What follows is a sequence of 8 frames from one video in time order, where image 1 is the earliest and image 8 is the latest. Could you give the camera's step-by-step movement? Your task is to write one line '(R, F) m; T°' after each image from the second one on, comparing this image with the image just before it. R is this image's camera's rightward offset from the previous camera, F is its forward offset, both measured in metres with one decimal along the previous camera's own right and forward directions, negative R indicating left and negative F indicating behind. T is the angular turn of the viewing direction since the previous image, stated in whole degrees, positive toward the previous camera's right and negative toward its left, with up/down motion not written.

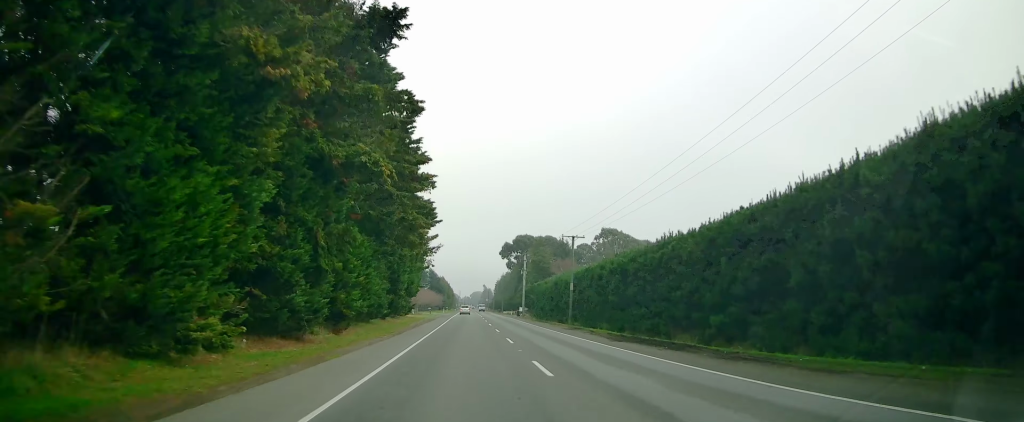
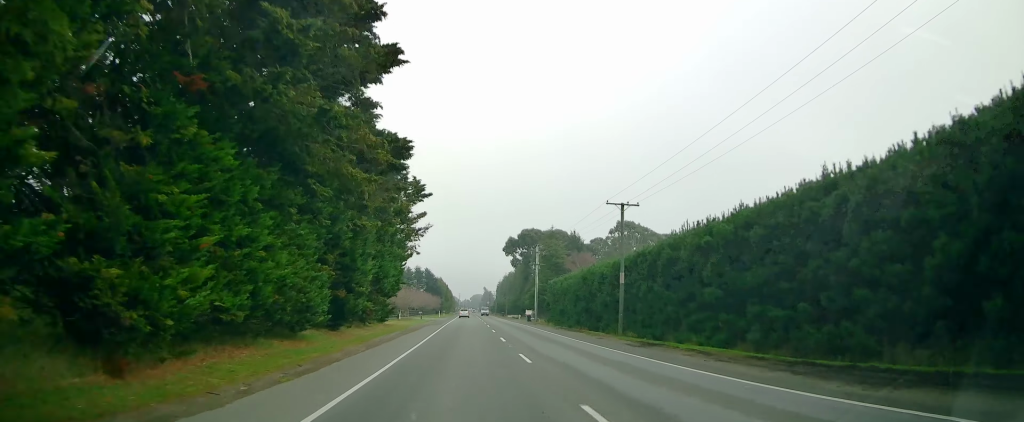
(-0.3, +16.6) m; -1°
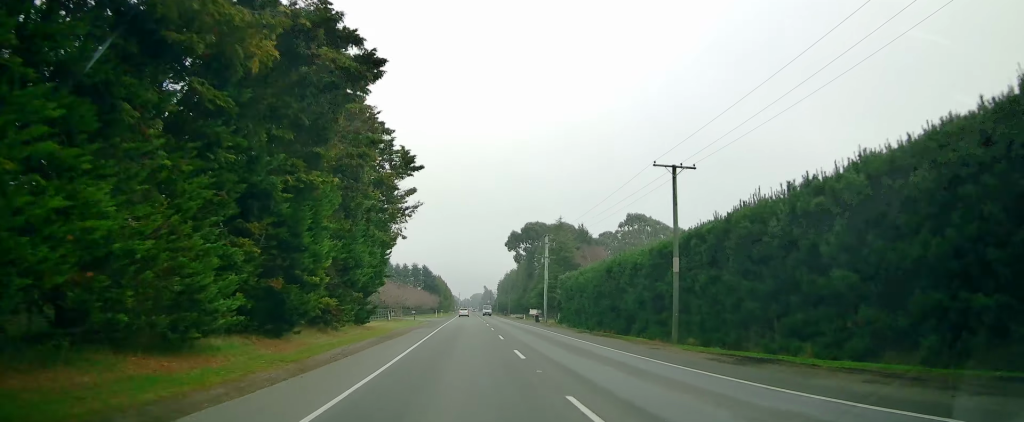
(0.0, +8.8) m; +1°
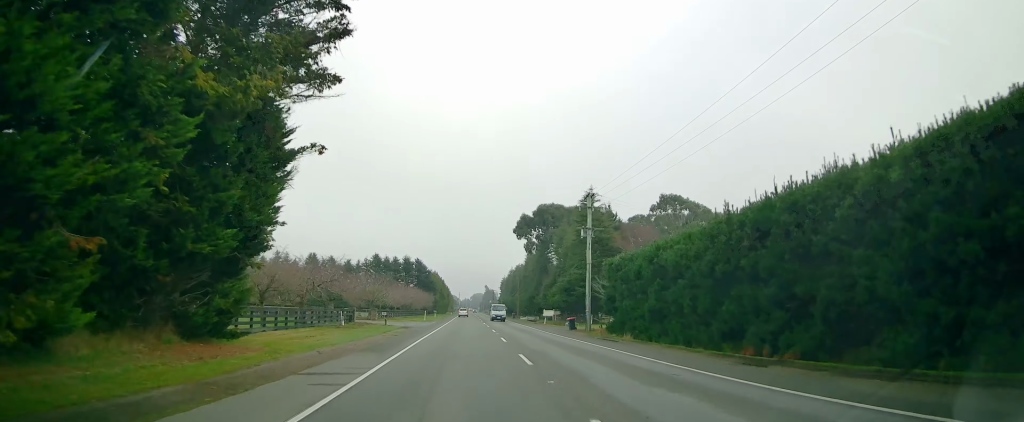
(+0.3, +22.3) m; +1°
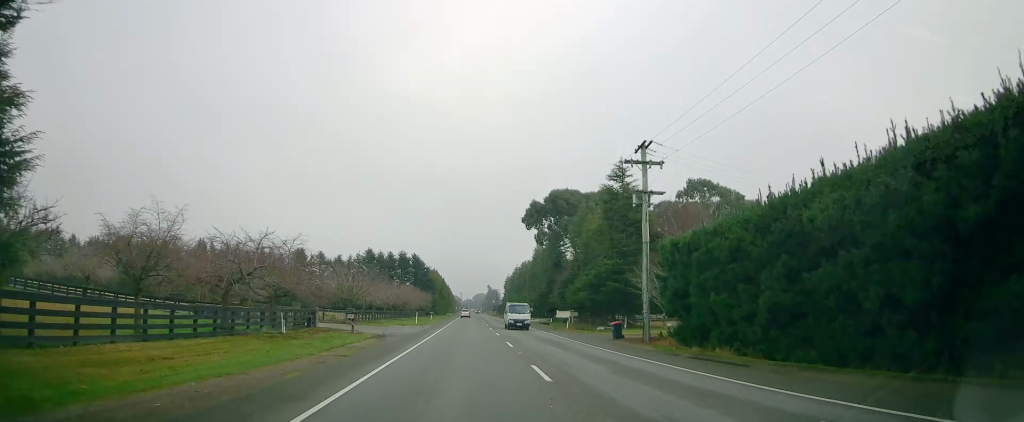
(+0.1, +12.7) m; 0°
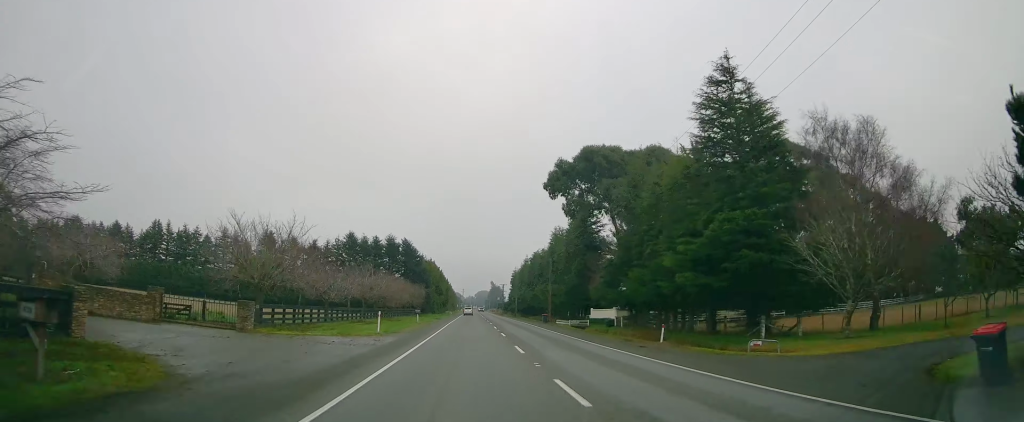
(-0.4, +23.2) m; -1°
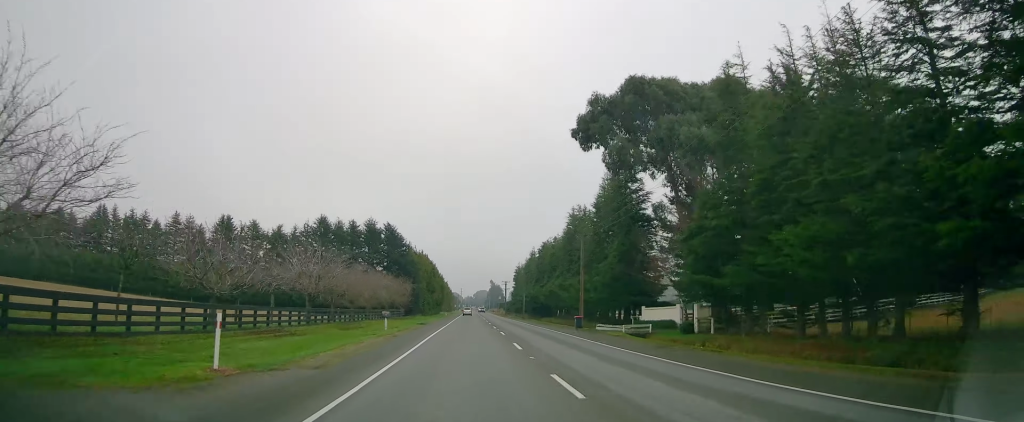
(+0.1, +19.8) m; +1°
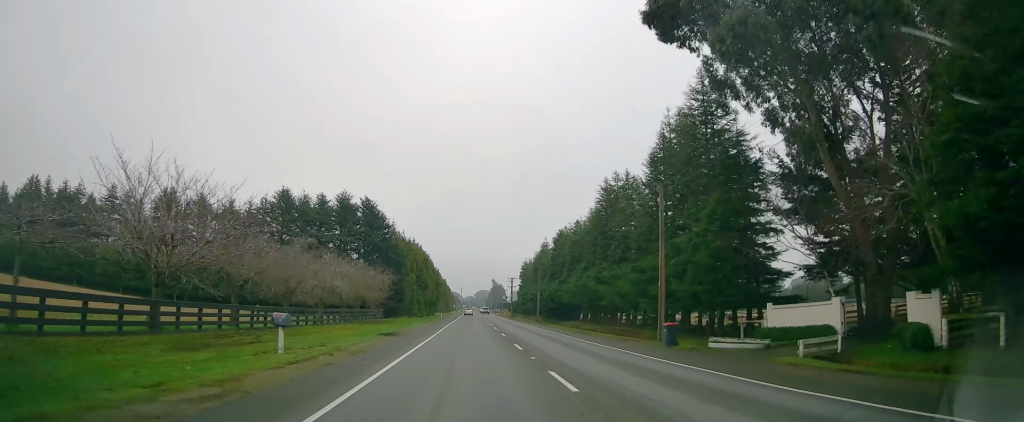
(+0.1, +19.7) m; 0°
